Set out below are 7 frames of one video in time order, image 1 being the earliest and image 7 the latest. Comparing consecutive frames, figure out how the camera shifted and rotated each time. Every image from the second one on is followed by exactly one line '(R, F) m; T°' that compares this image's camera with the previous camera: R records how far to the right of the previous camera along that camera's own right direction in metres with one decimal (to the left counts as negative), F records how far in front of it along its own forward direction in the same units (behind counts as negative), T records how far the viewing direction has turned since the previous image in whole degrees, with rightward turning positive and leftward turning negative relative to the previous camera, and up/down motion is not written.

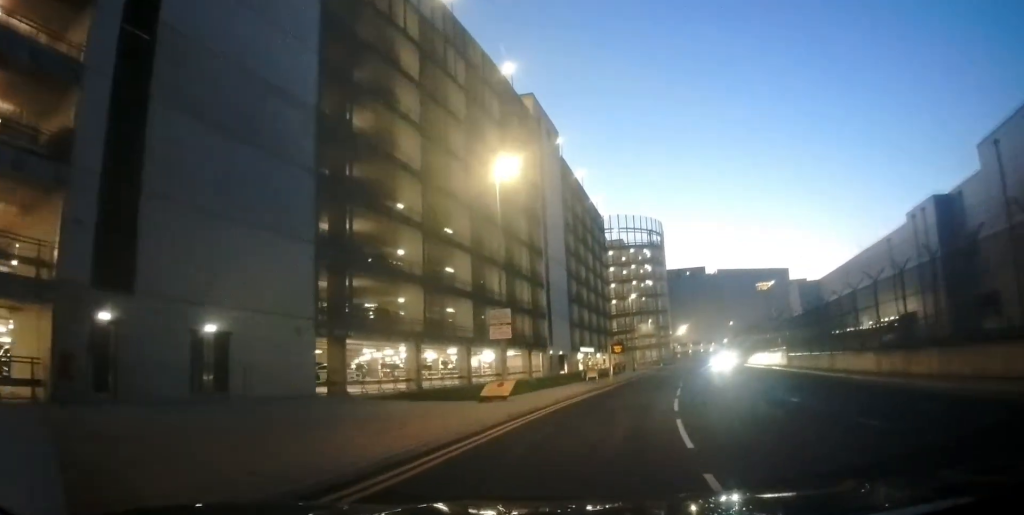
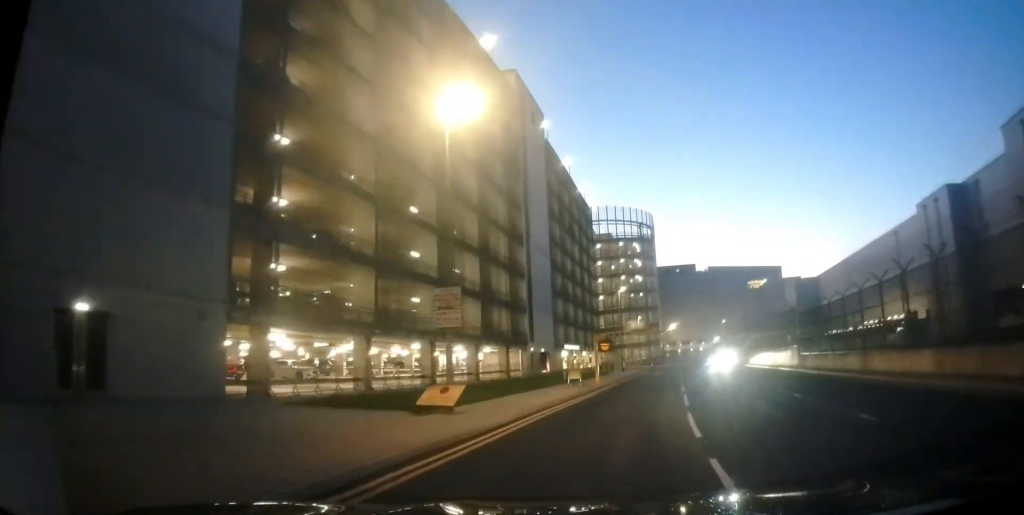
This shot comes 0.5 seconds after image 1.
(+0.2, +5.2) m; +2°
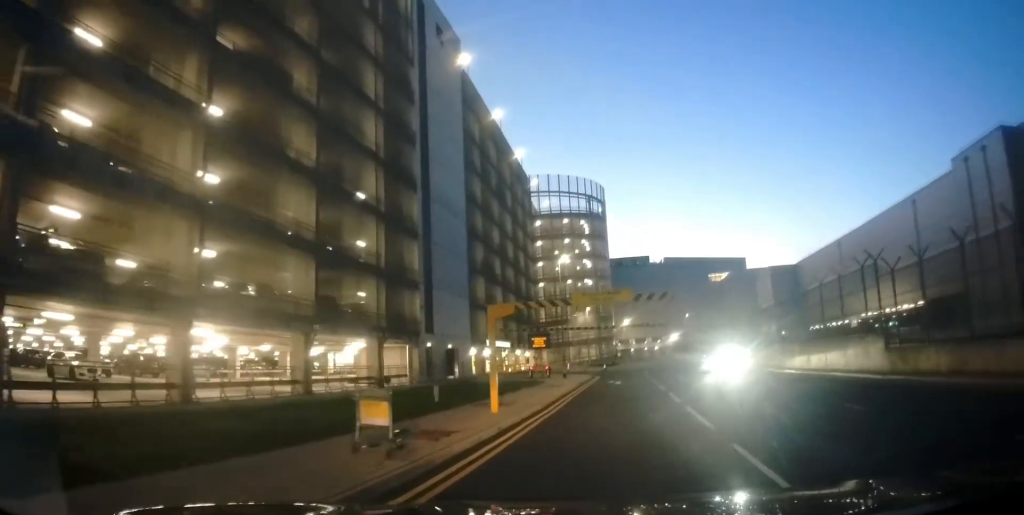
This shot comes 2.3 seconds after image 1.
(+0.1, +17.3) m; +1°
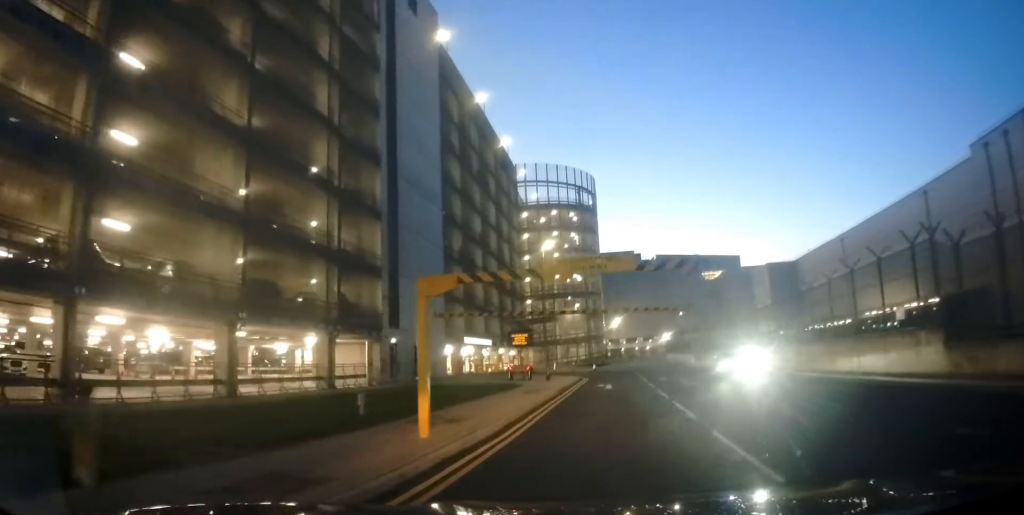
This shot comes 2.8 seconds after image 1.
(-0.1, +4.6) m; +1°
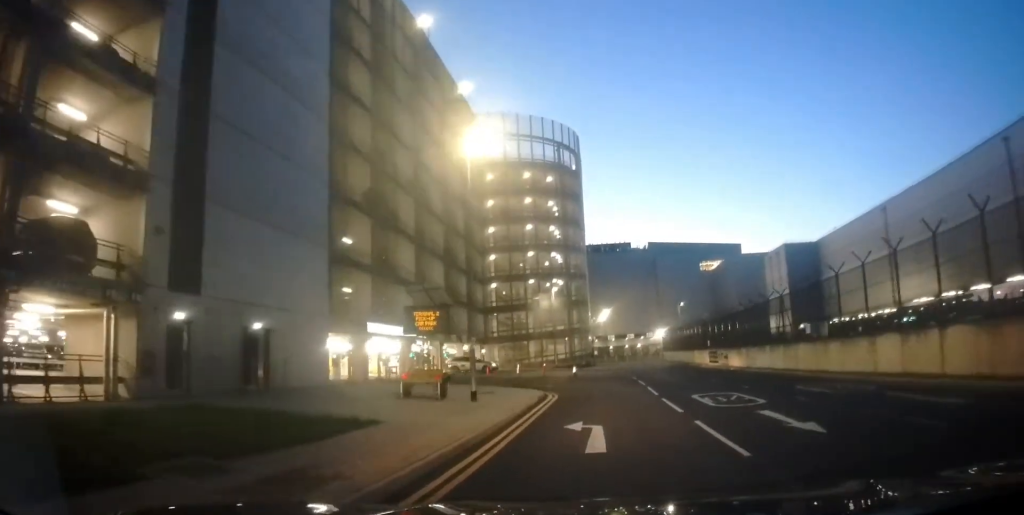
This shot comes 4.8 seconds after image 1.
(+0.9, +16.8) m; +3°
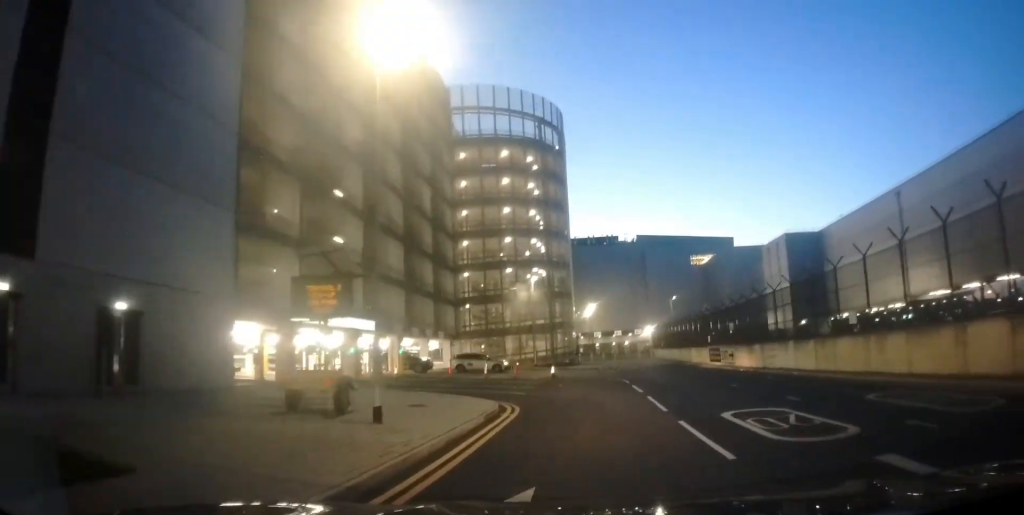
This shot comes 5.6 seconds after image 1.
(0.0, +6.0) m; -1°
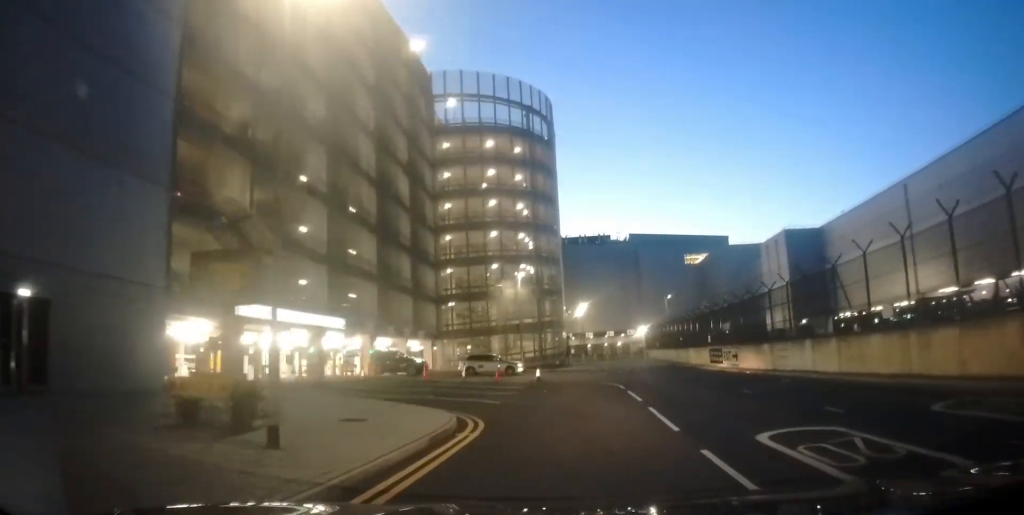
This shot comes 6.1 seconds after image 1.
(0.0, +3.1) m; 0°
